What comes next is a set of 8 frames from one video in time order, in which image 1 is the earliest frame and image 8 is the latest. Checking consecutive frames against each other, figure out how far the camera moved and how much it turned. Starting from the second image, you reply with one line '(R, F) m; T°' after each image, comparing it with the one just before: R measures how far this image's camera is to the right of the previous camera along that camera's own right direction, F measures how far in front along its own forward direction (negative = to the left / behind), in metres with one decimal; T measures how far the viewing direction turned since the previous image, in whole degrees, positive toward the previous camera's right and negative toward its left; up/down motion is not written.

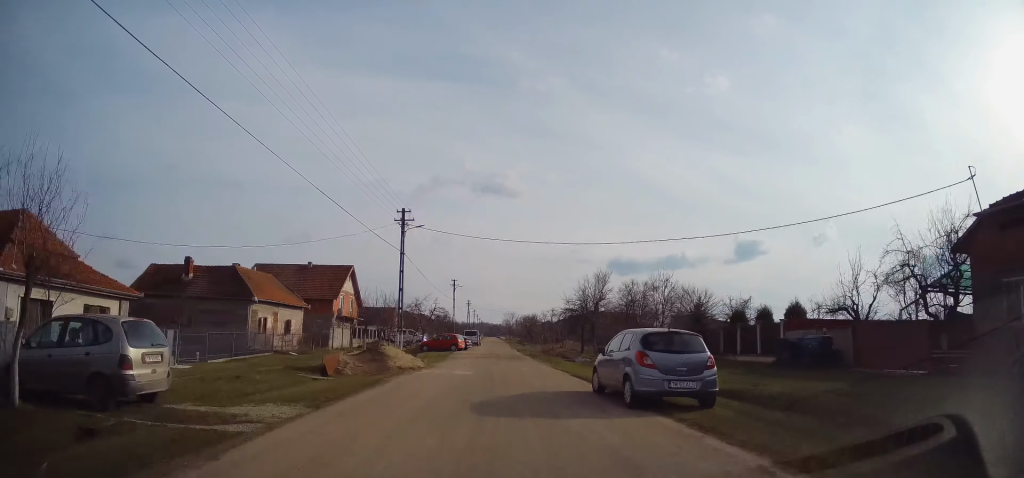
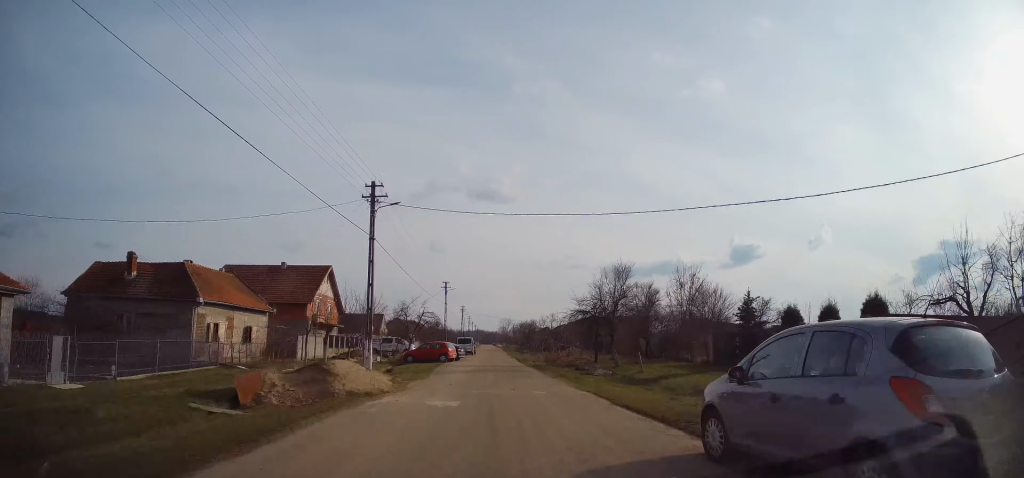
(0.0, +6.8) m; -1°
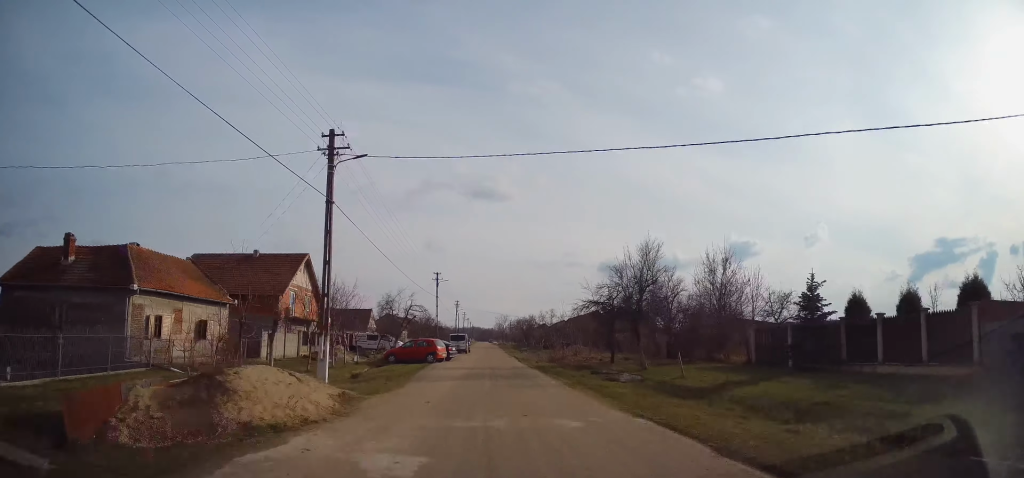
(0.0, +5.7) m; 0°
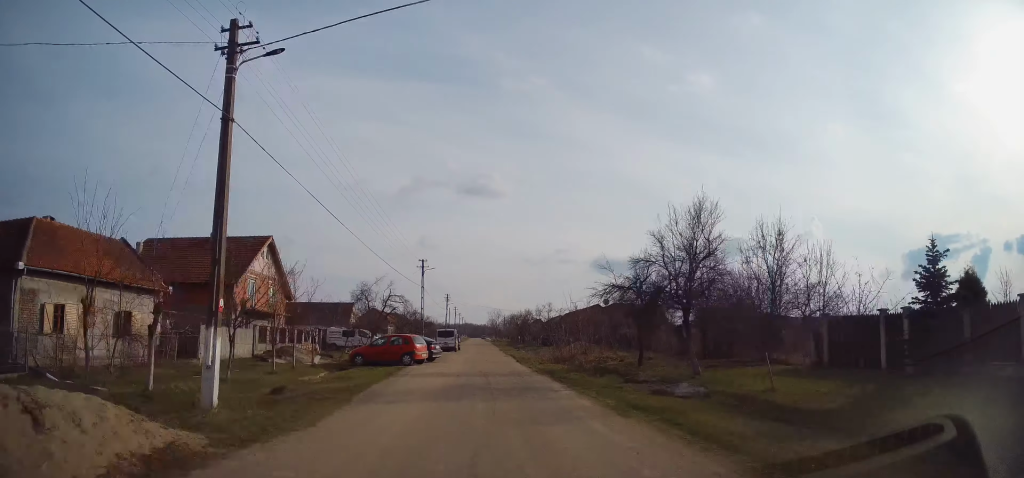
(-0.2, +6.7) m; +1°
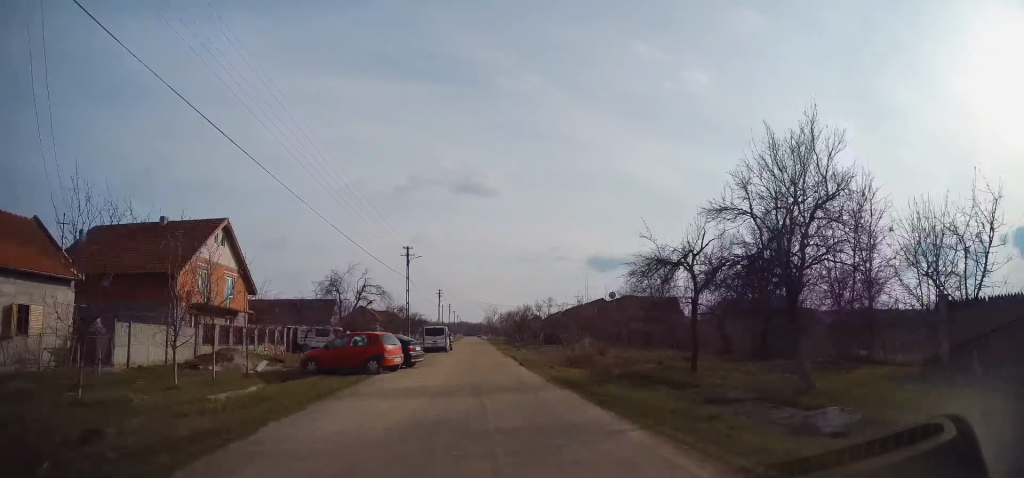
(0.0, +6.4) m; +1°
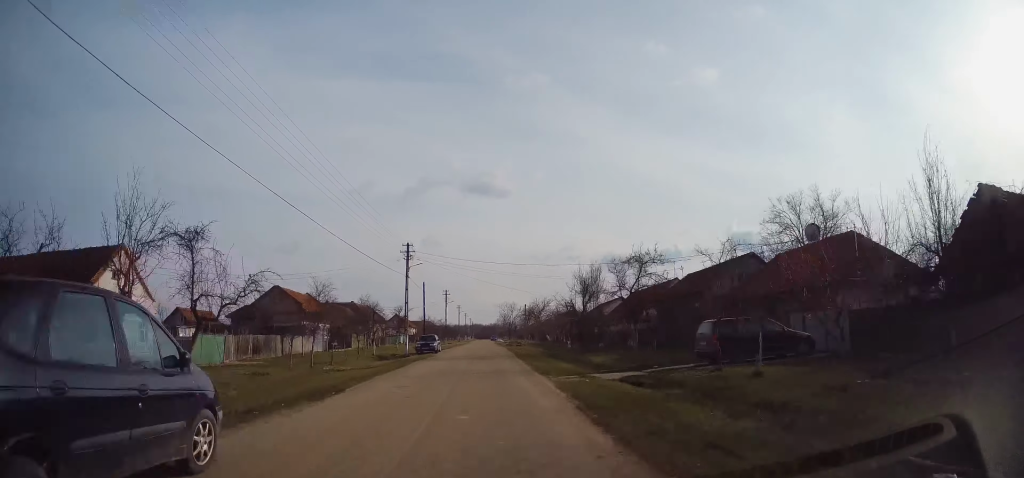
(+0.3, +41.8) m; 0°
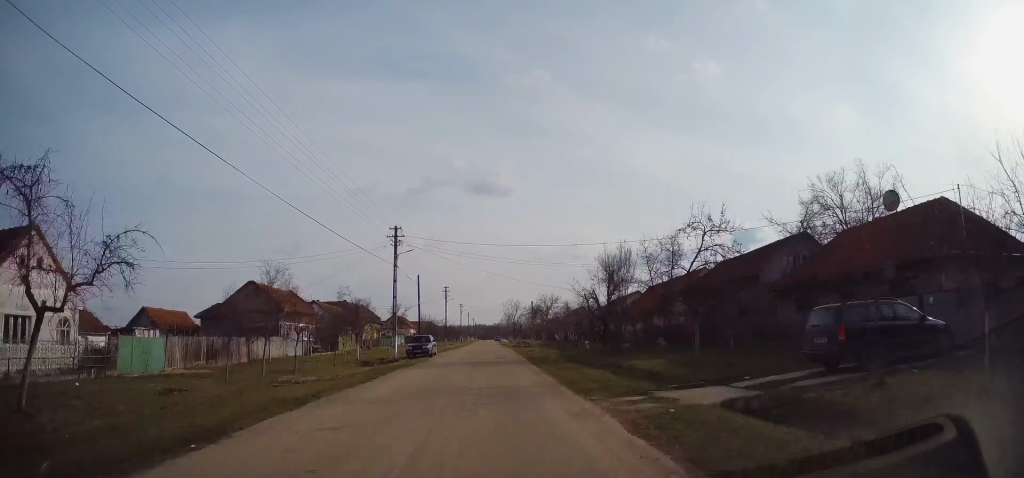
(0.0, +6.4) m; 0°
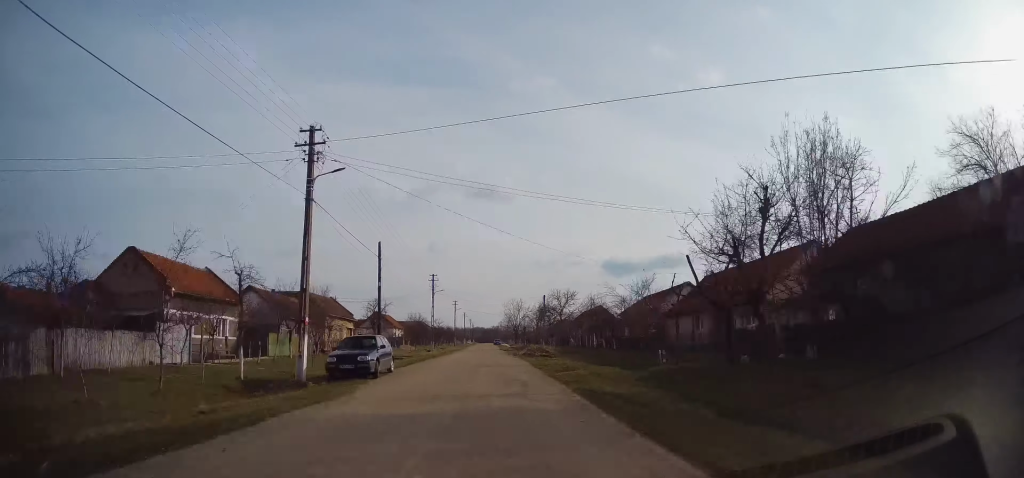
(0.0, +16.6) m; -1°
